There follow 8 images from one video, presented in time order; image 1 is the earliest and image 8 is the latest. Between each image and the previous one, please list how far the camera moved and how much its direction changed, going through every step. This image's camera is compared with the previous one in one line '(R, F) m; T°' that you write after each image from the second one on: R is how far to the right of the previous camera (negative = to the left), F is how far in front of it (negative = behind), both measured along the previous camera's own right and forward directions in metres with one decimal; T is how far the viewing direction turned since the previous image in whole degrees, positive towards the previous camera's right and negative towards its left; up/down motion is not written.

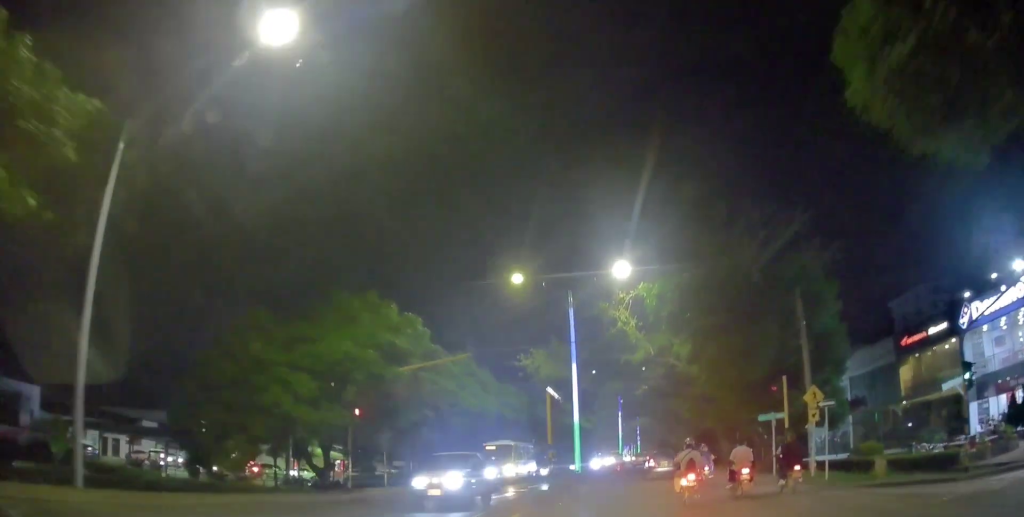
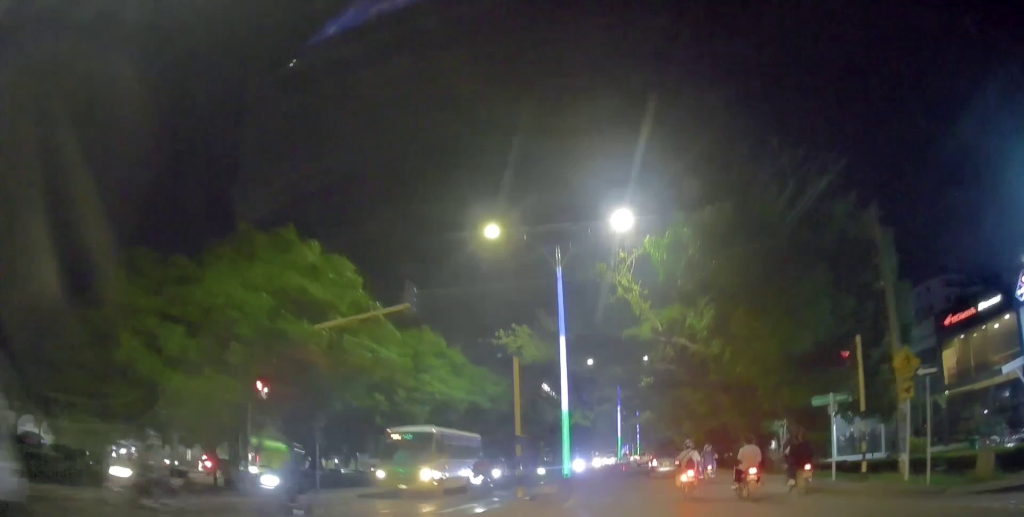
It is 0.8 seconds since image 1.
(0.0, +7.3) m; +1°
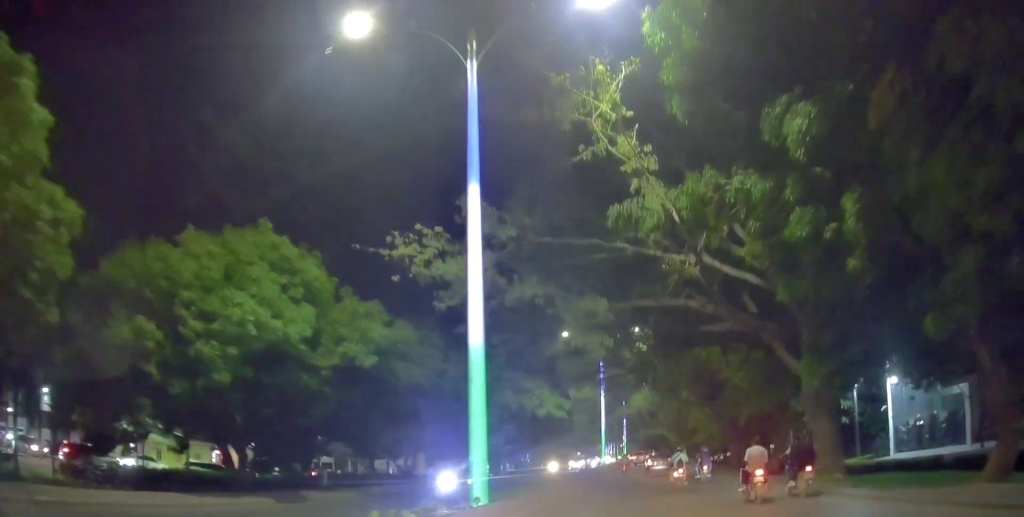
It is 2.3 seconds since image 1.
(+0.4, +15.1) m; +5°
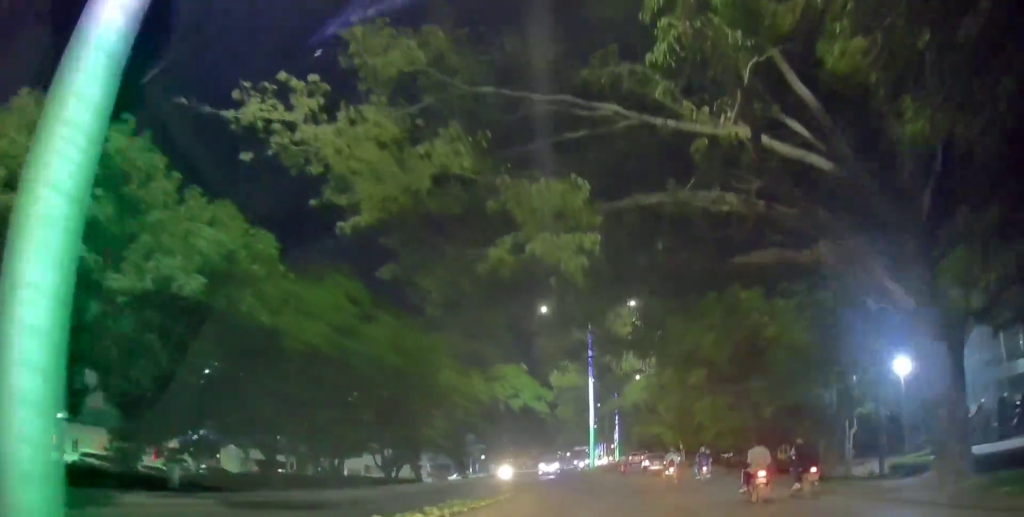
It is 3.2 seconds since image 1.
(+0.3, +8.7) m; +2°
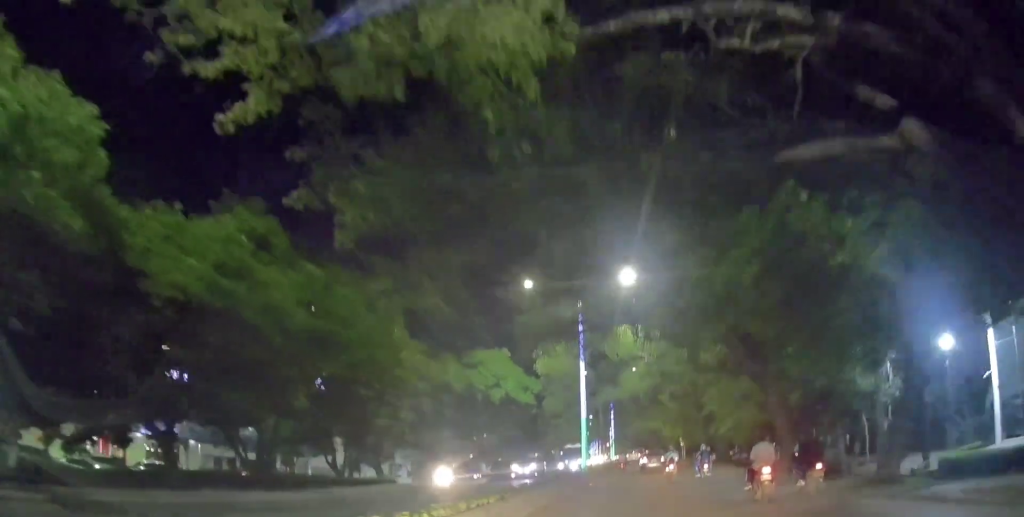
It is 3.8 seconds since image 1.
(0.0, +5.7) m; -2°
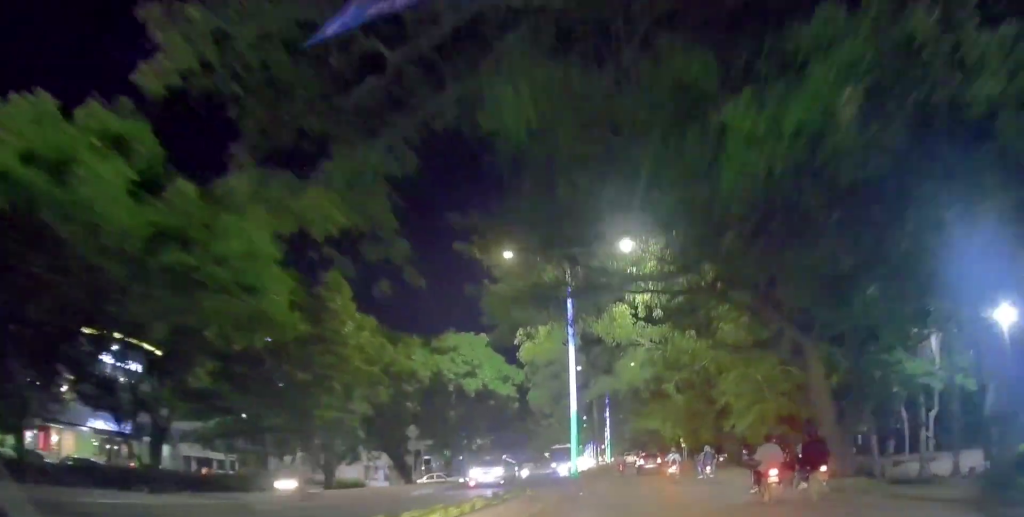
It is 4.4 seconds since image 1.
(+0.1, +6.1) m; -2°
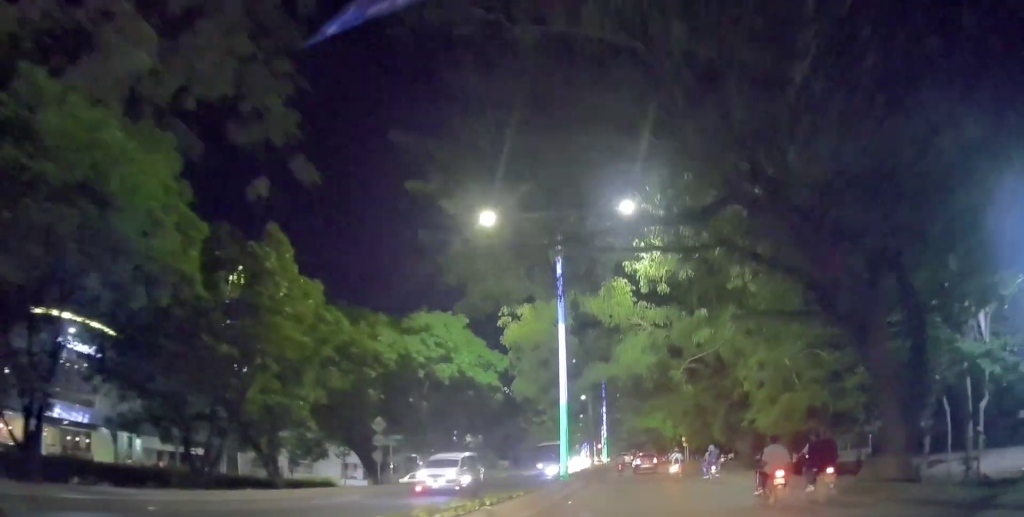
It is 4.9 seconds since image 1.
(-0.3, +4.4) m; 0°
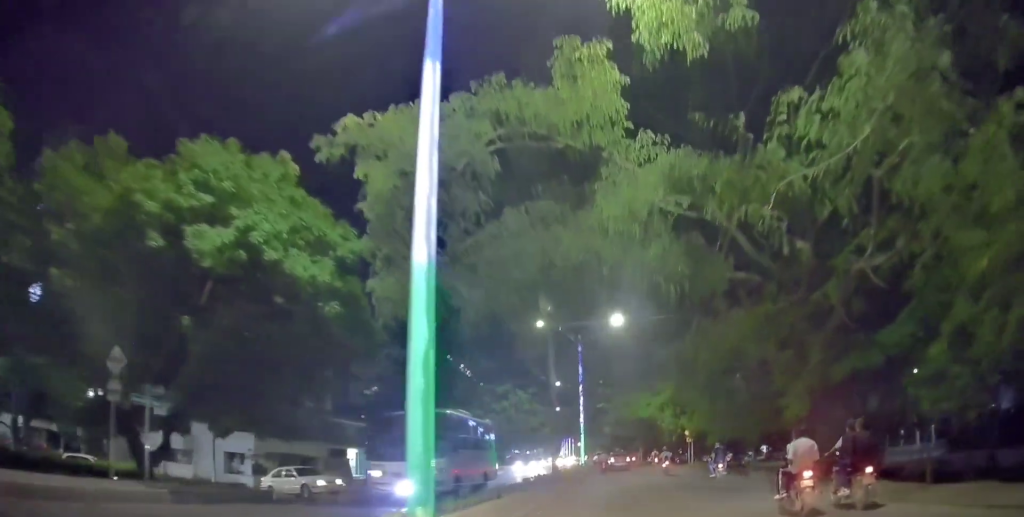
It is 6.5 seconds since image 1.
(+0.7, +16.7) m; +7°
